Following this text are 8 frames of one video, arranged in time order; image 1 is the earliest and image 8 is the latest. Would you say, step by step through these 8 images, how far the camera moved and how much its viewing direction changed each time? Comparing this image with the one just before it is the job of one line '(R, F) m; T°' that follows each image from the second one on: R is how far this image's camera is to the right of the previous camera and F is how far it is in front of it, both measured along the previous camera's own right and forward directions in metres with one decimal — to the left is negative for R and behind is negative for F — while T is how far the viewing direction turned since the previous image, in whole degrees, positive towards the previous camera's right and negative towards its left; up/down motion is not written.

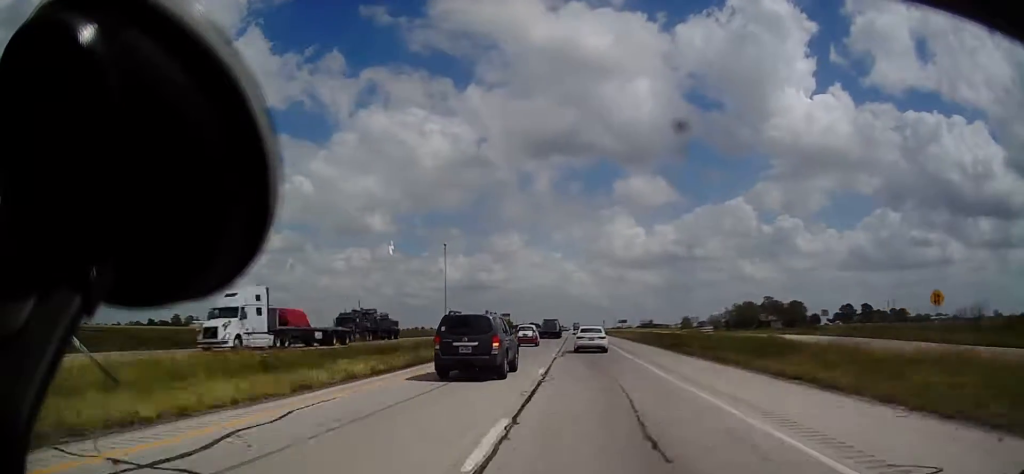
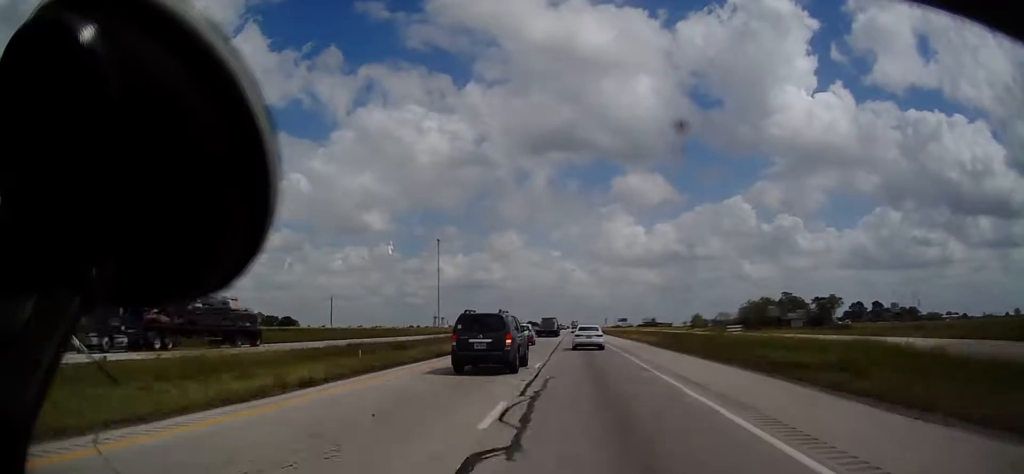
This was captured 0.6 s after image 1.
(-0.1, +21.8) m; 0°
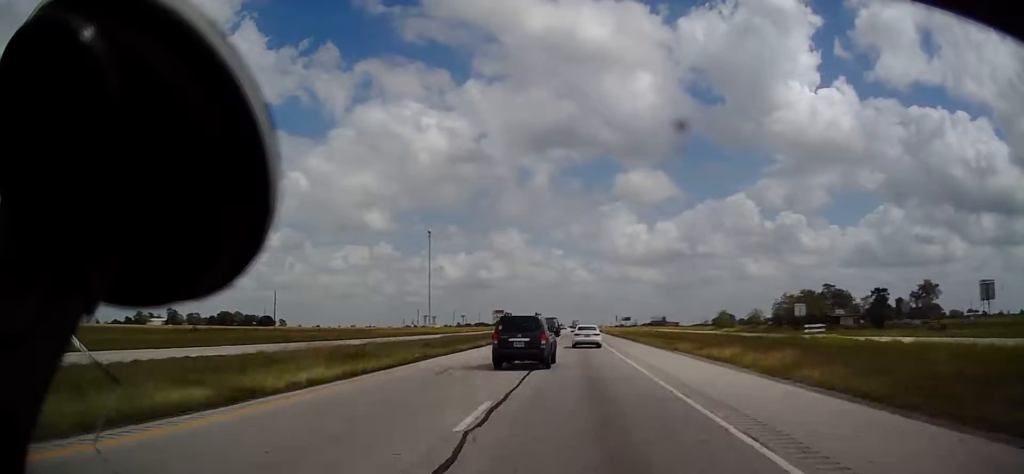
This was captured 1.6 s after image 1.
(0.0, +36.4) m; 0°
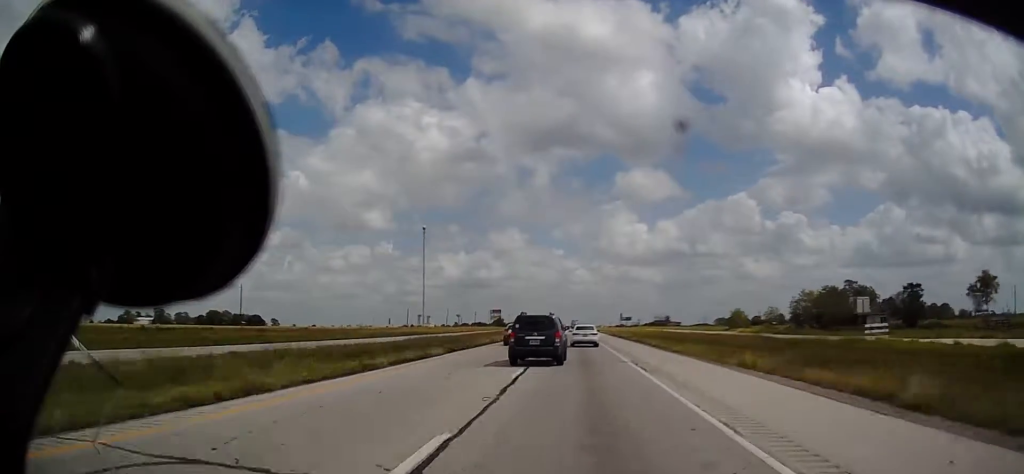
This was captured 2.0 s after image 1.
(0.0, +15.7) m; 0°
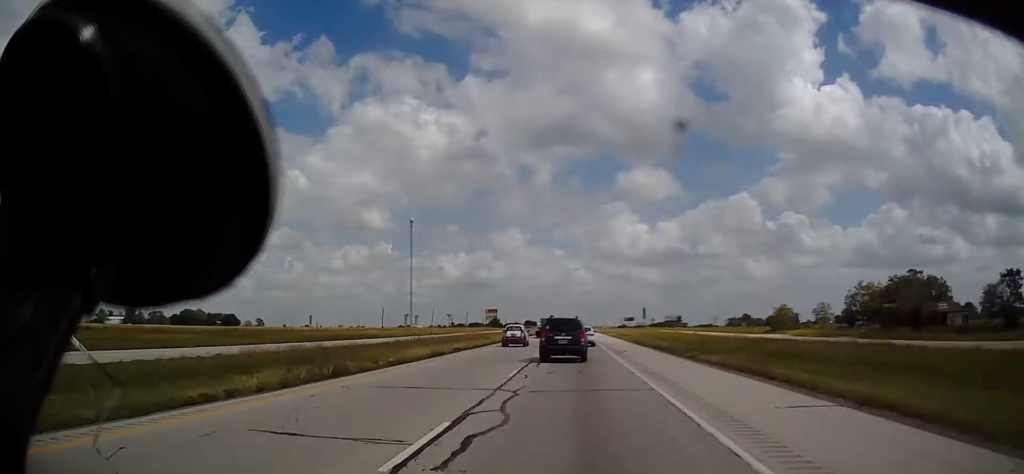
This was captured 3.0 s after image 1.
(+0.3, +35.0) m; +1°
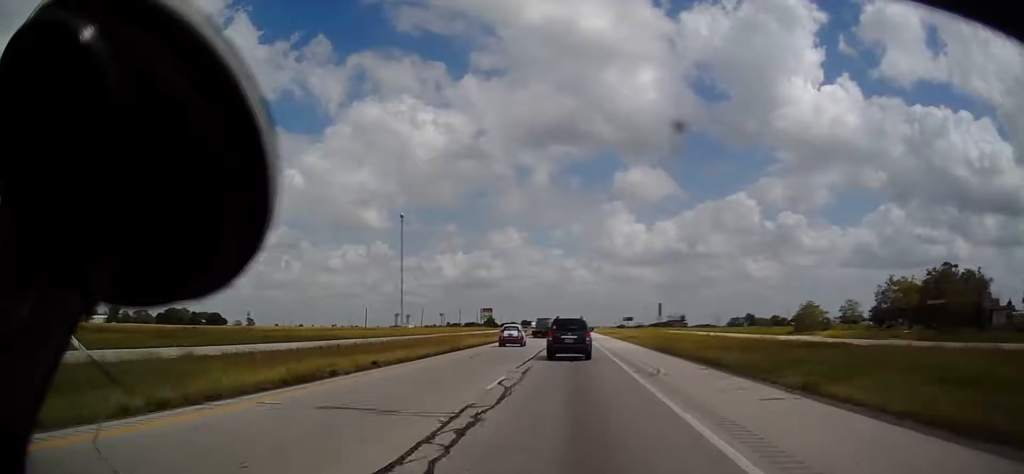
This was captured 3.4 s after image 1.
(+0.5, +15.6) m; 0°
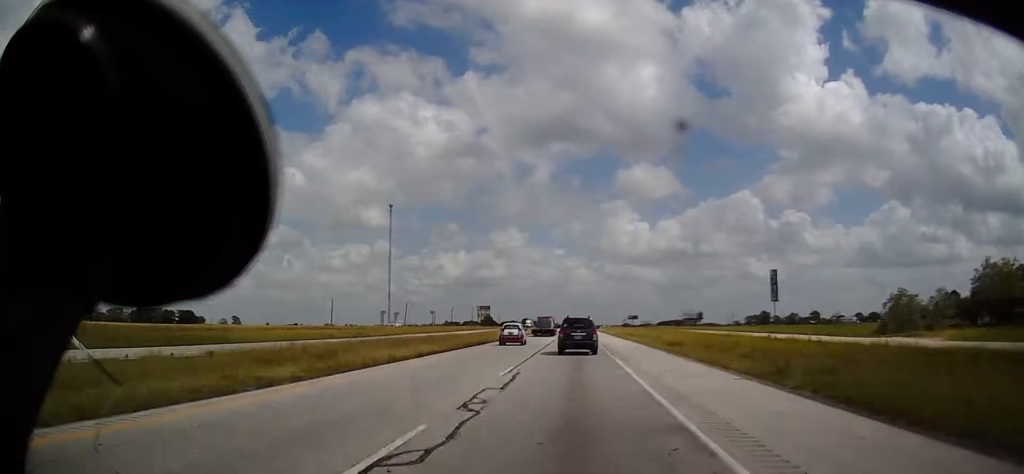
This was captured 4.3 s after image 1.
(-0.7, +32.3) m; 0°
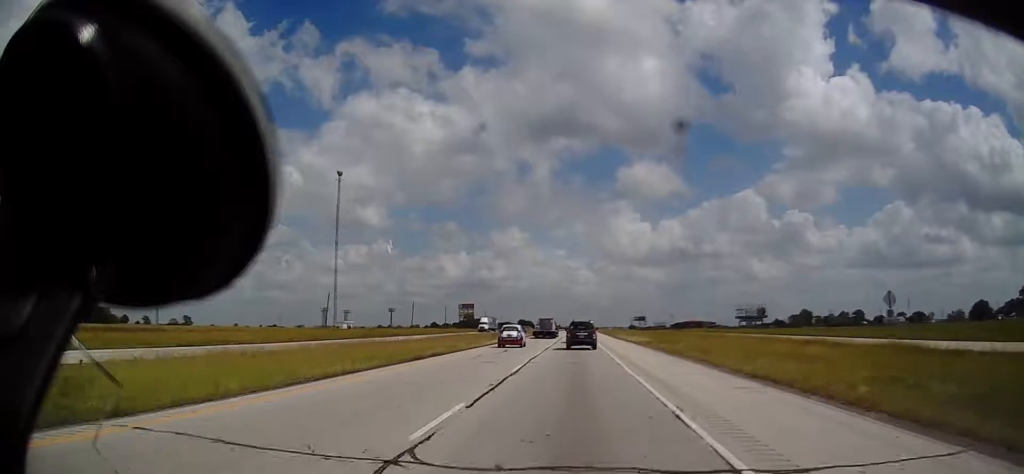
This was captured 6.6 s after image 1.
(-0.3, +80.6) m; -1°
